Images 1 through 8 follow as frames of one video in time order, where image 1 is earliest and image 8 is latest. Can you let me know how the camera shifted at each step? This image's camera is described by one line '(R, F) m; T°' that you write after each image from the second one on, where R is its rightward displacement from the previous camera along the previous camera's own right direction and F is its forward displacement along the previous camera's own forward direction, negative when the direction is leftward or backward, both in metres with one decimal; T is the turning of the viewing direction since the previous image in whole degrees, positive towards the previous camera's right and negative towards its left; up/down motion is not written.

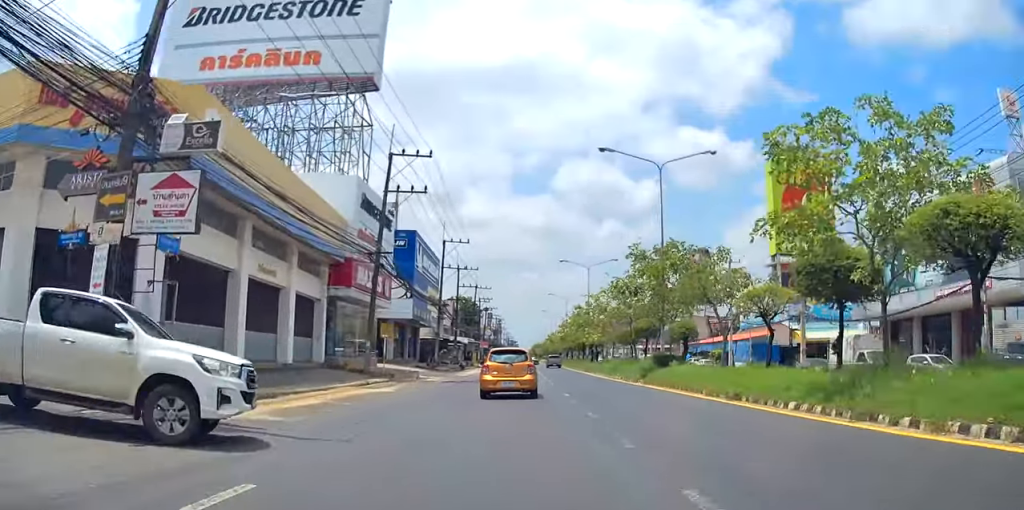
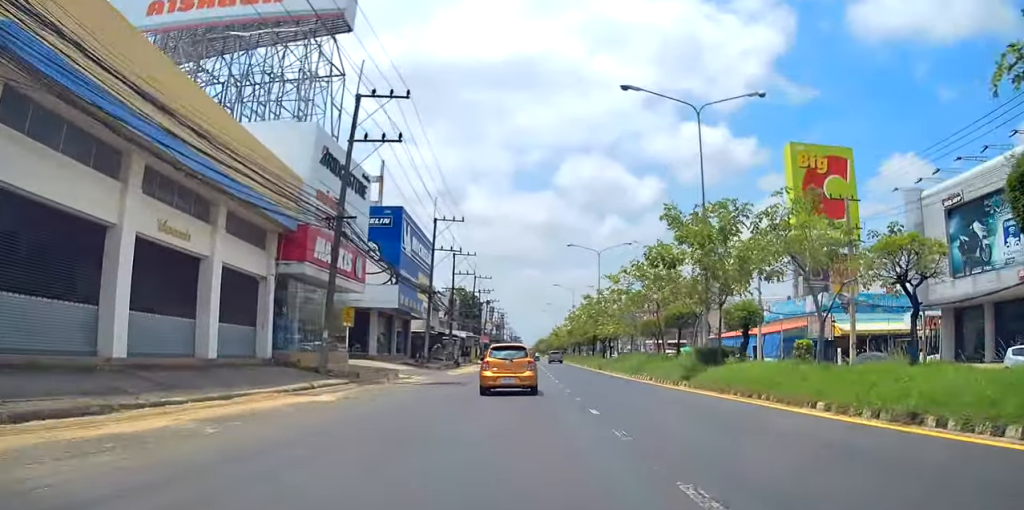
(0.0, +8.3) m; 0°
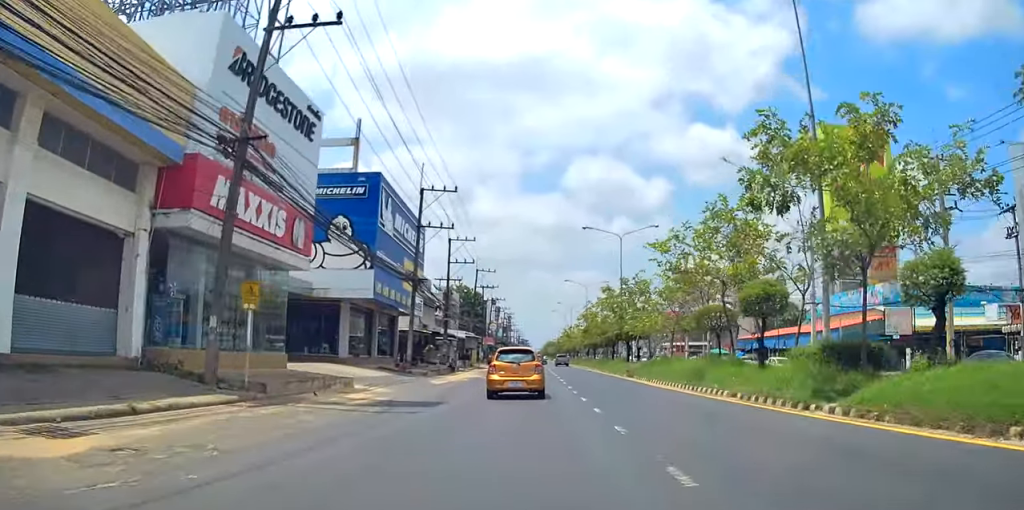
(+0.1, +11.3) m; 0°
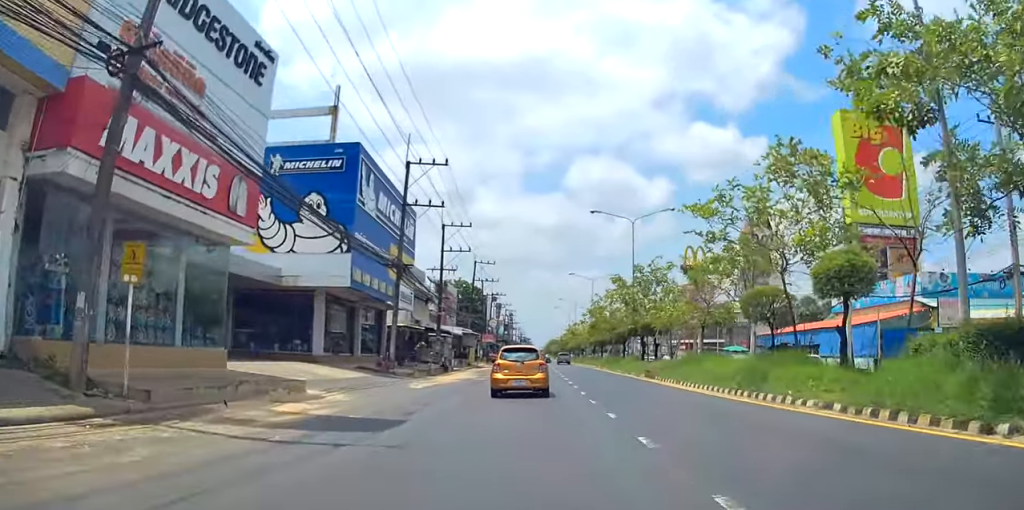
(0.0, +6.1) m; 0°
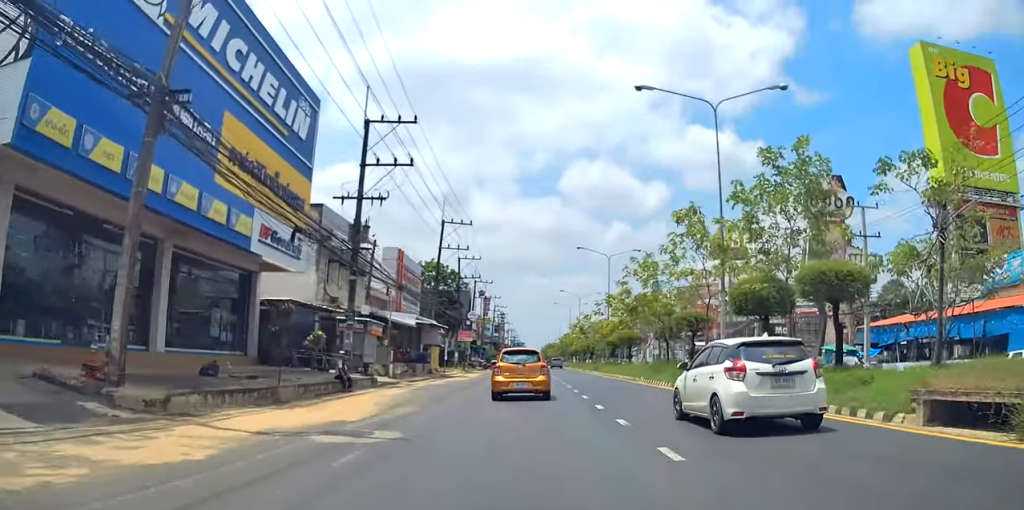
(0.0, +26.2) m; 0°
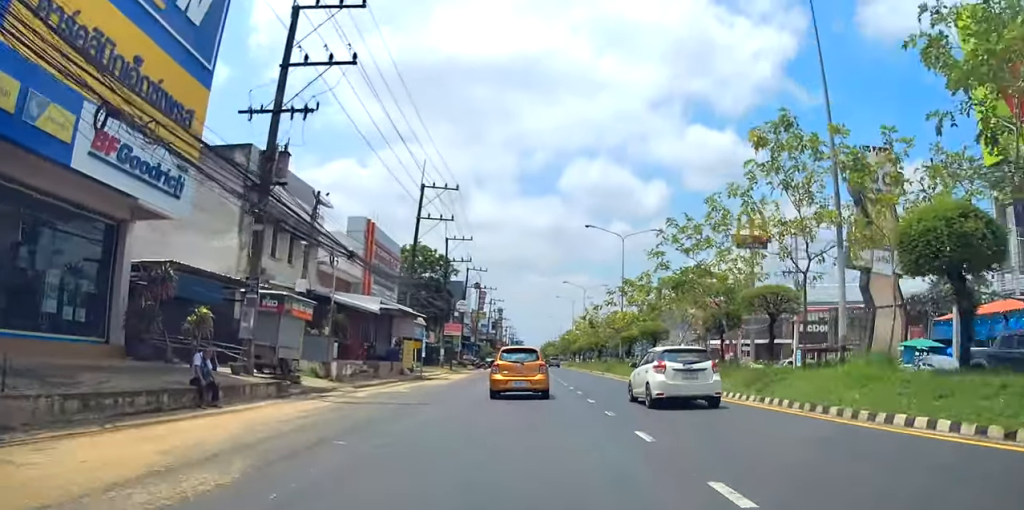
(0.0, +11.1) m; -2°
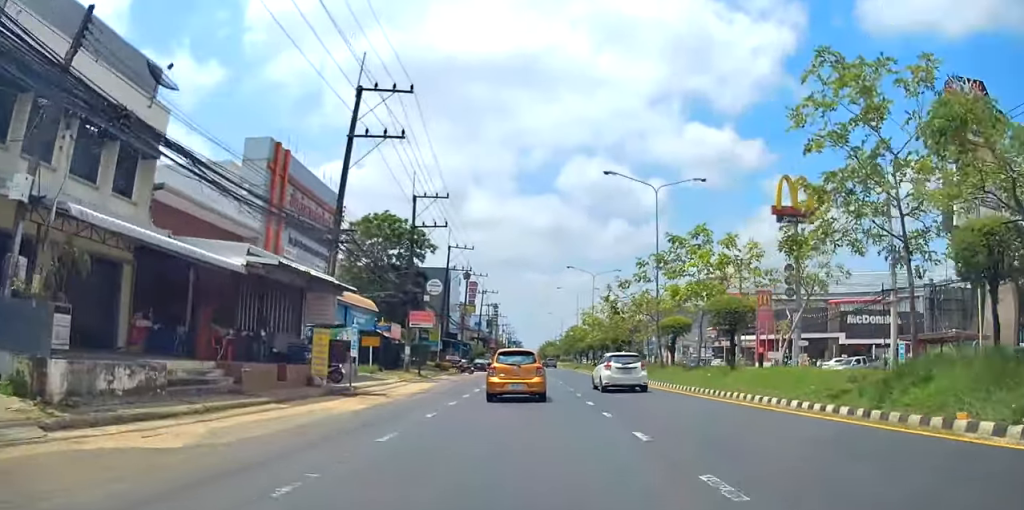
(-0.7, +17.1) m; 0°
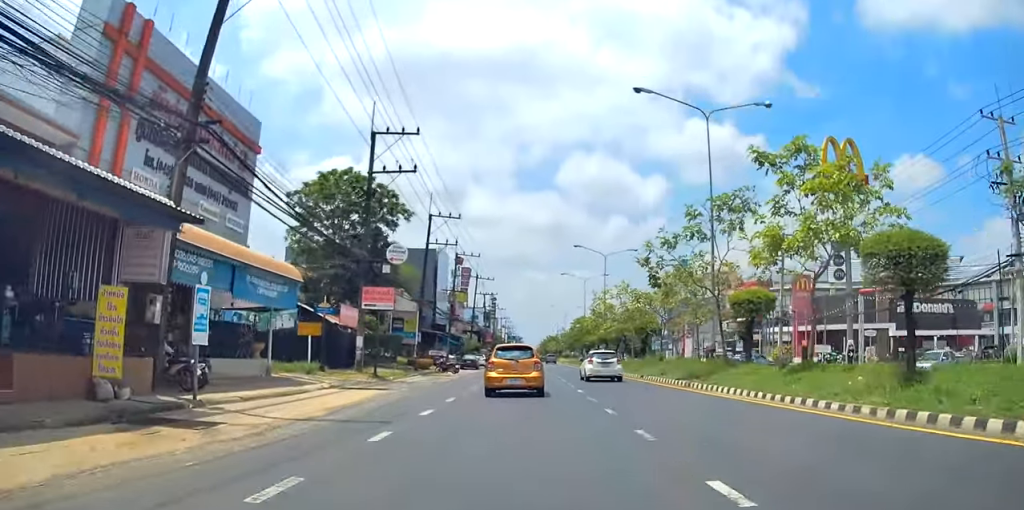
(+0.9, +12.9) m; +3°
